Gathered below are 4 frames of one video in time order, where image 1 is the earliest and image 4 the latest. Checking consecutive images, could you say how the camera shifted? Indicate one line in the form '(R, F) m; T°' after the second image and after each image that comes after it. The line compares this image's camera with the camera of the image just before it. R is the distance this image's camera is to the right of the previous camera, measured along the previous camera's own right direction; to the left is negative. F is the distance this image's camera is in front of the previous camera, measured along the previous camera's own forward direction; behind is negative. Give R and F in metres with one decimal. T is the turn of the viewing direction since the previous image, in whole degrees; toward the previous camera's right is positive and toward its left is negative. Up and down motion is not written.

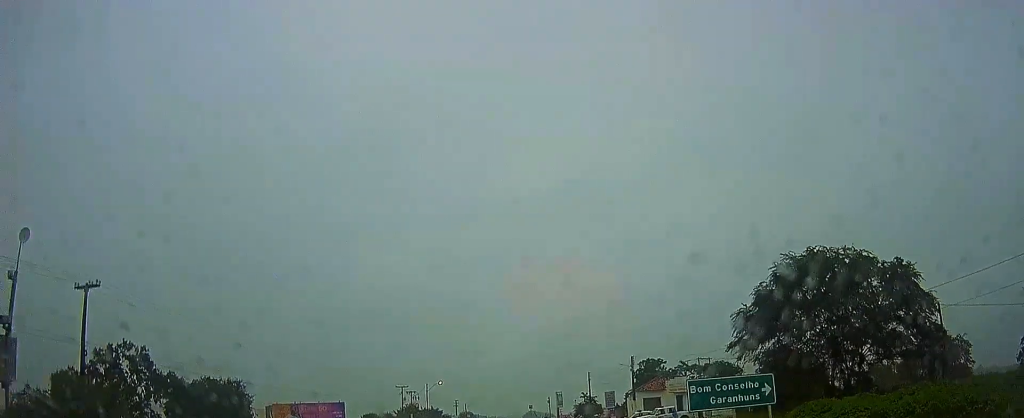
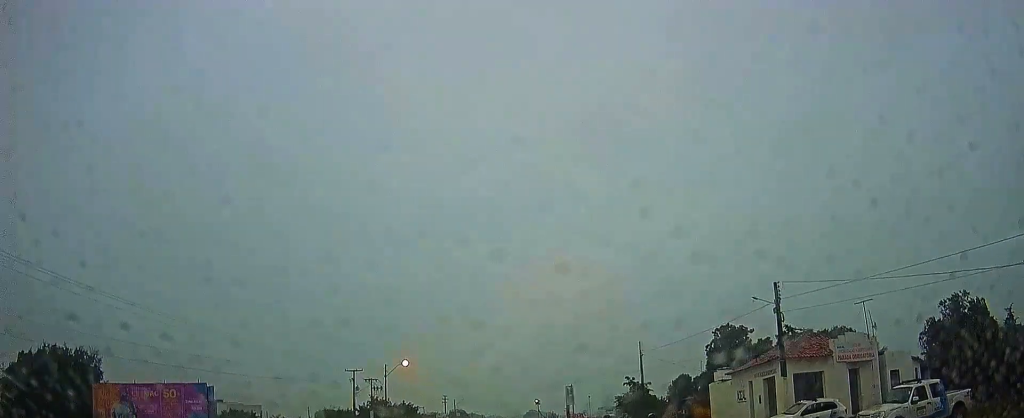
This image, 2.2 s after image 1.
(+0.5, +33.8) m; 0°
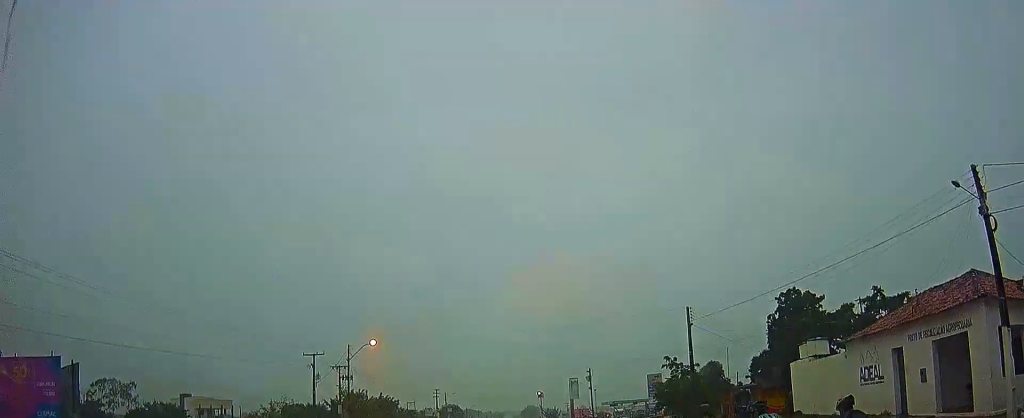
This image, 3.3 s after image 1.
(-0.3, +14.8) m; -2°
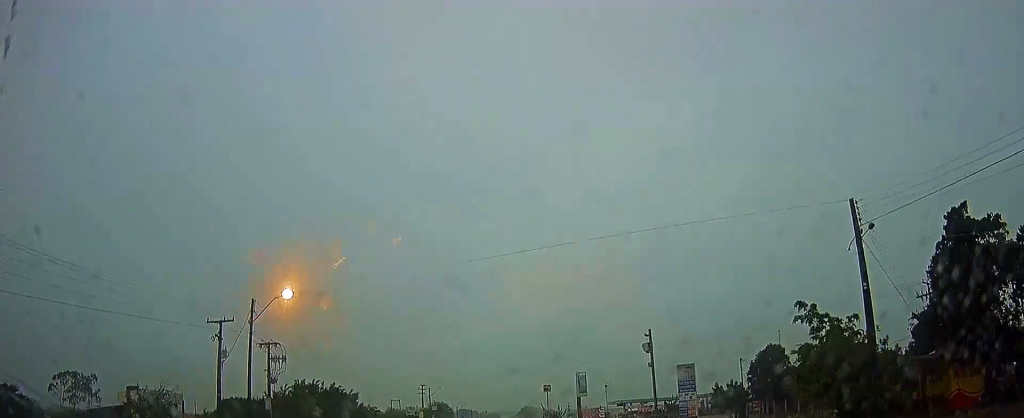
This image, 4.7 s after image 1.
(0.0, +20.0) m; +1°
